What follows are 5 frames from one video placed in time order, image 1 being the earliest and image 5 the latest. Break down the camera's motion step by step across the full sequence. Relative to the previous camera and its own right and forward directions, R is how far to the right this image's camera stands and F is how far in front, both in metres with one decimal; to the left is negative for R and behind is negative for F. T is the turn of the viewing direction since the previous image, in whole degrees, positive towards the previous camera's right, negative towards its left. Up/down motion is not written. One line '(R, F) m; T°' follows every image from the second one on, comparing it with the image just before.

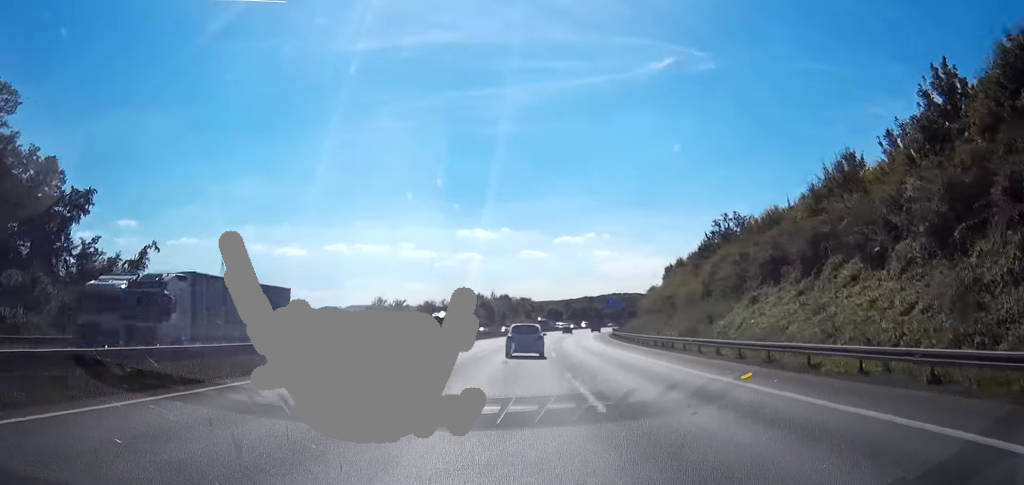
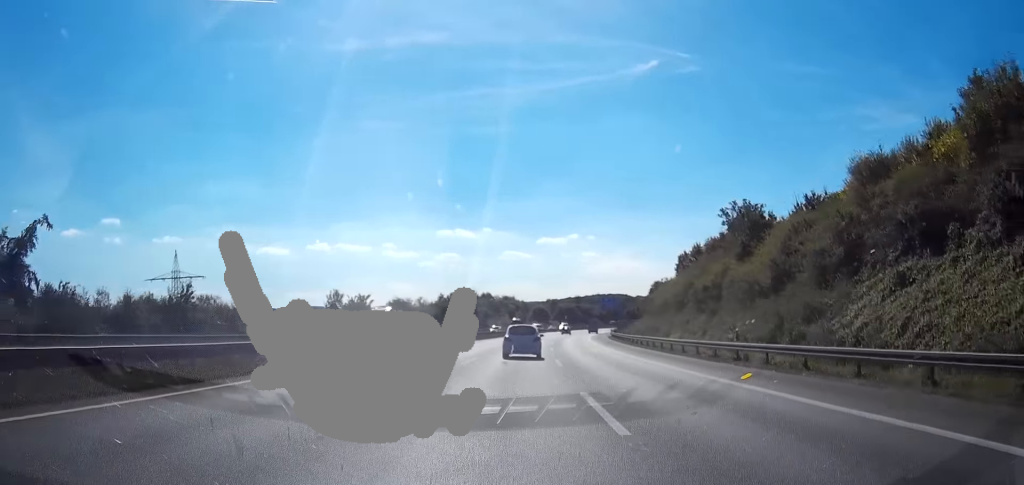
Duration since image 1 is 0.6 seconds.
(+0.1, +20.1) m; +1°
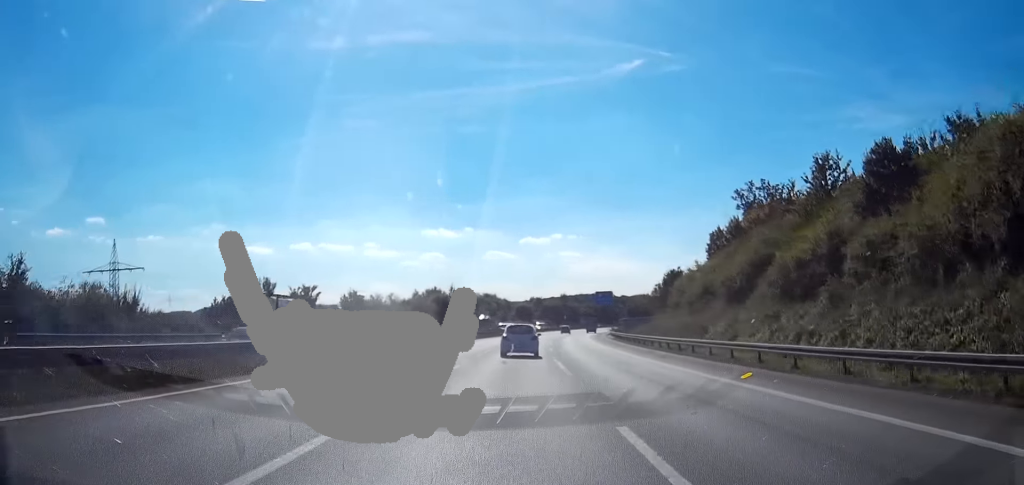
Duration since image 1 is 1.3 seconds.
(+0.1, +23.3) m; +1°
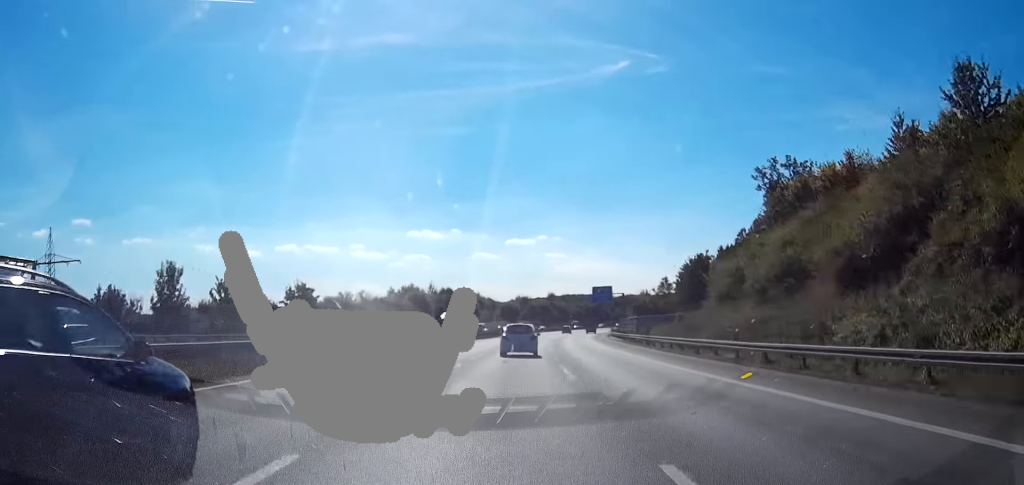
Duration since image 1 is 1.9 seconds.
(+0.1, +20.9) m; +1°
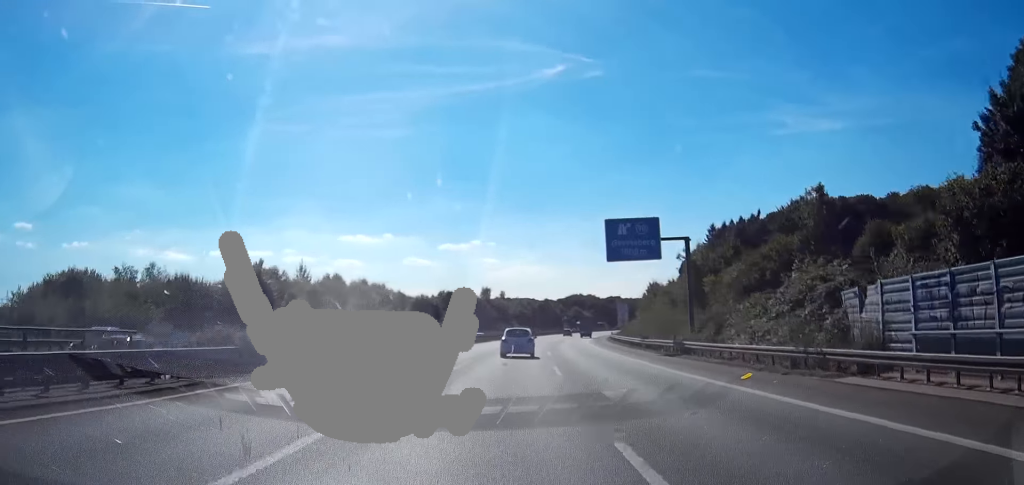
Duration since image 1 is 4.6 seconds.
(+2.0, +86.3) m; +4°
